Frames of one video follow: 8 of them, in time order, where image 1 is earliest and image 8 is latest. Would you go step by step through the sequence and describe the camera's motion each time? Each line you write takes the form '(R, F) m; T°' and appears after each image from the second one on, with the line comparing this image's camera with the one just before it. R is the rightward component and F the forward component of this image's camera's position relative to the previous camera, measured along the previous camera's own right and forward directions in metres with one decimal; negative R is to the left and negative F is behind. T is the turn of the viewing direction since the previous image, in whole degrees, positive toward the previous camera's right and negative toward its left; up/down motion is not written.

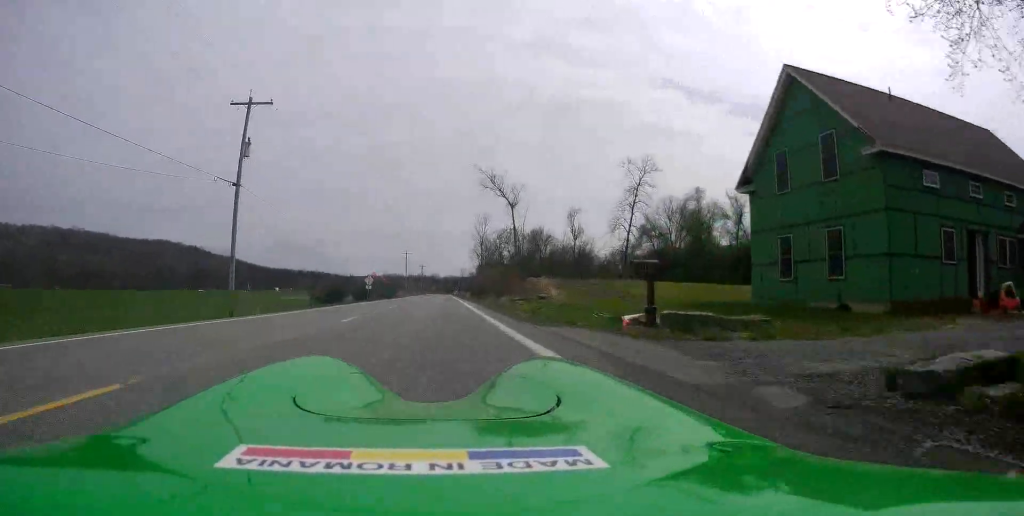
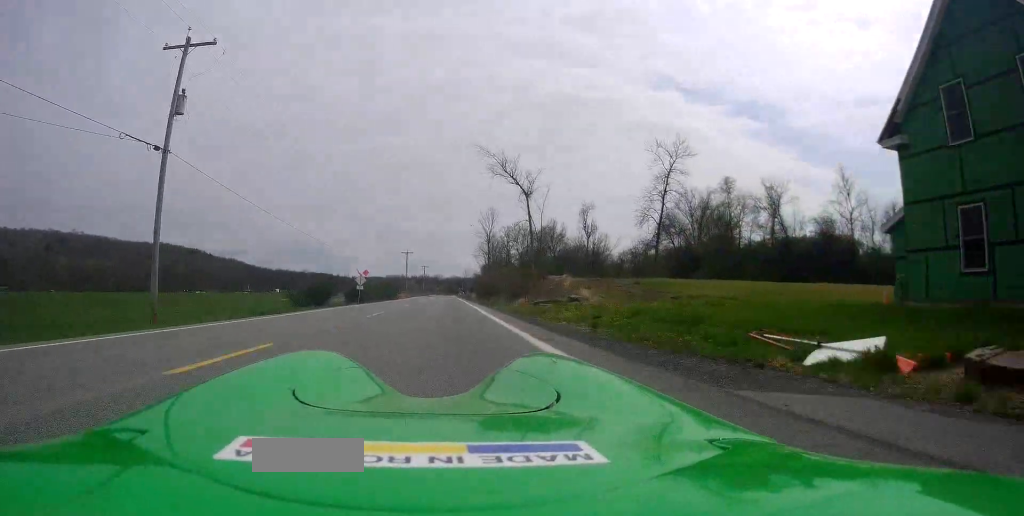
(+0.3, +8.7) m; +1°
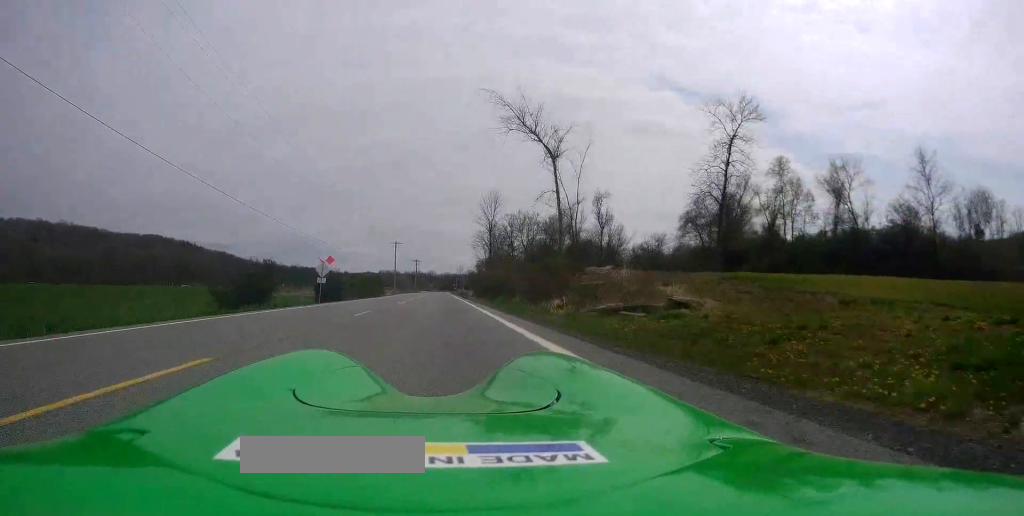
(-0.2, +14.6) m; -1°
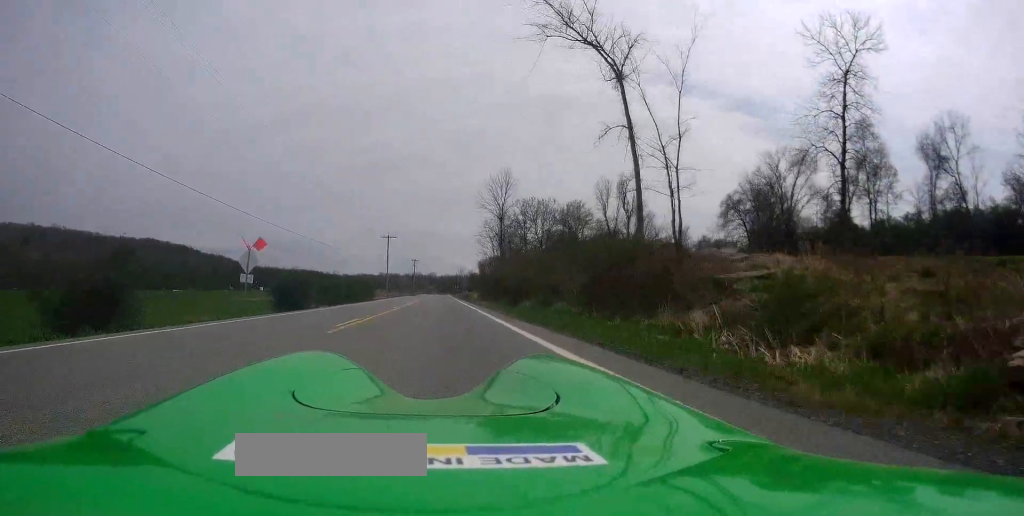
(-0.1, +15.3) m; -1°
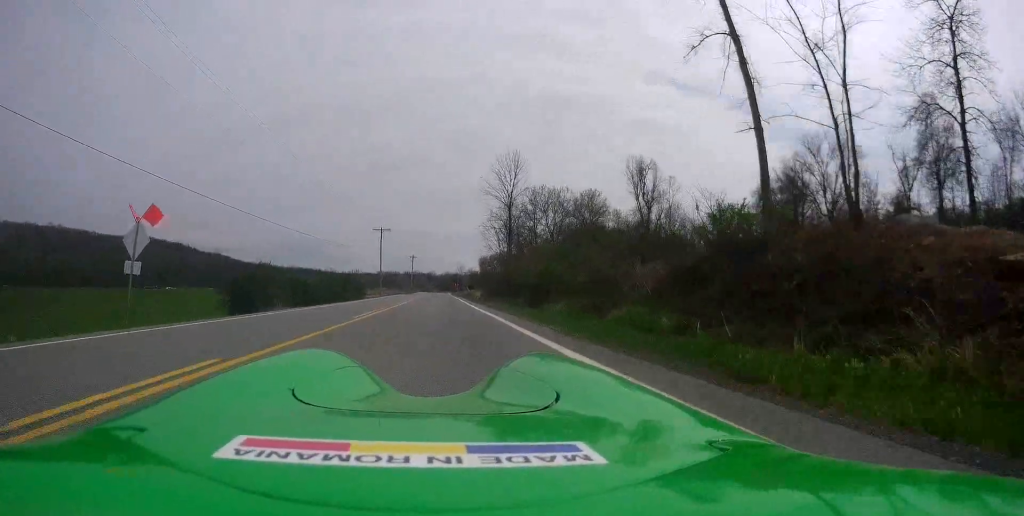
(0.0, +9.4) m; 0°
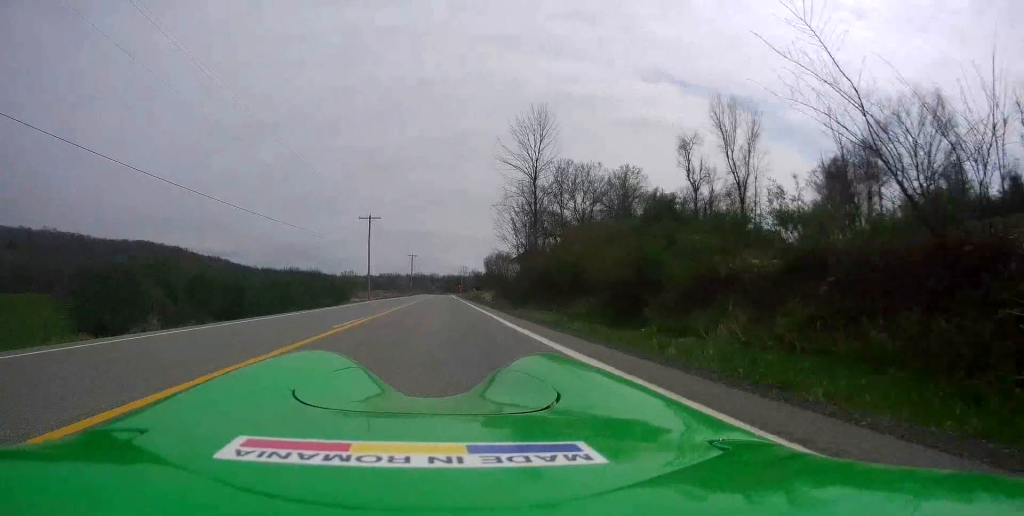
(0.0, +15.2) m; 0°
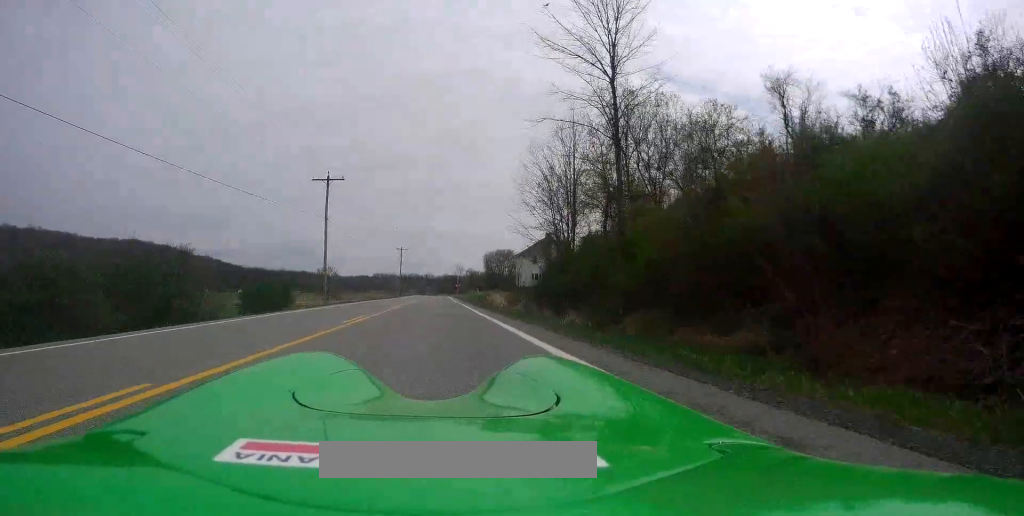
(+0.1, +21.8) m; 0°
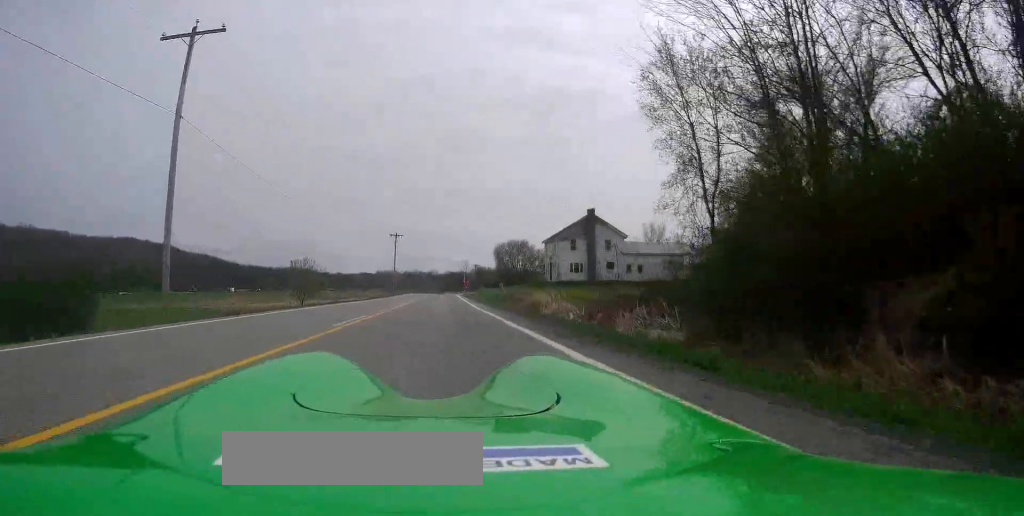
(-0.2, +26.0) m; 0°
